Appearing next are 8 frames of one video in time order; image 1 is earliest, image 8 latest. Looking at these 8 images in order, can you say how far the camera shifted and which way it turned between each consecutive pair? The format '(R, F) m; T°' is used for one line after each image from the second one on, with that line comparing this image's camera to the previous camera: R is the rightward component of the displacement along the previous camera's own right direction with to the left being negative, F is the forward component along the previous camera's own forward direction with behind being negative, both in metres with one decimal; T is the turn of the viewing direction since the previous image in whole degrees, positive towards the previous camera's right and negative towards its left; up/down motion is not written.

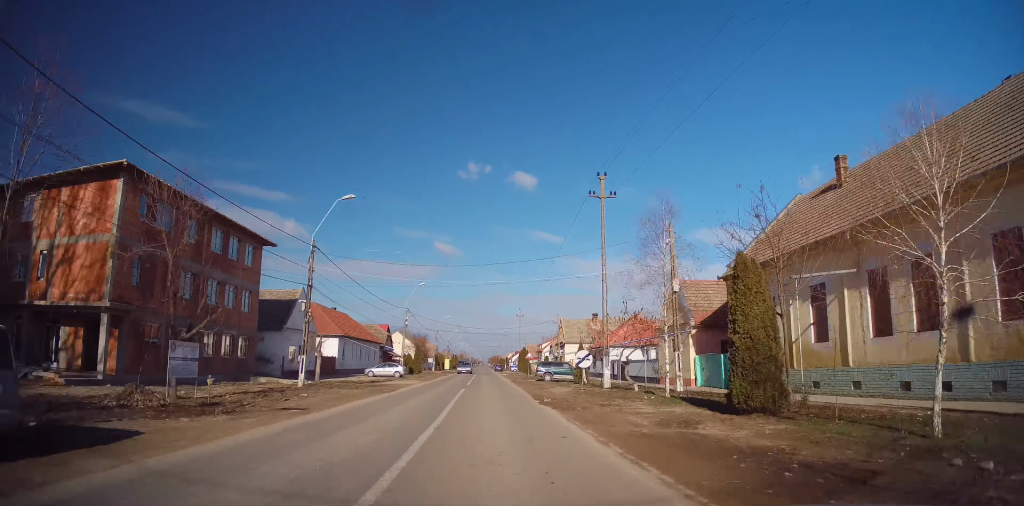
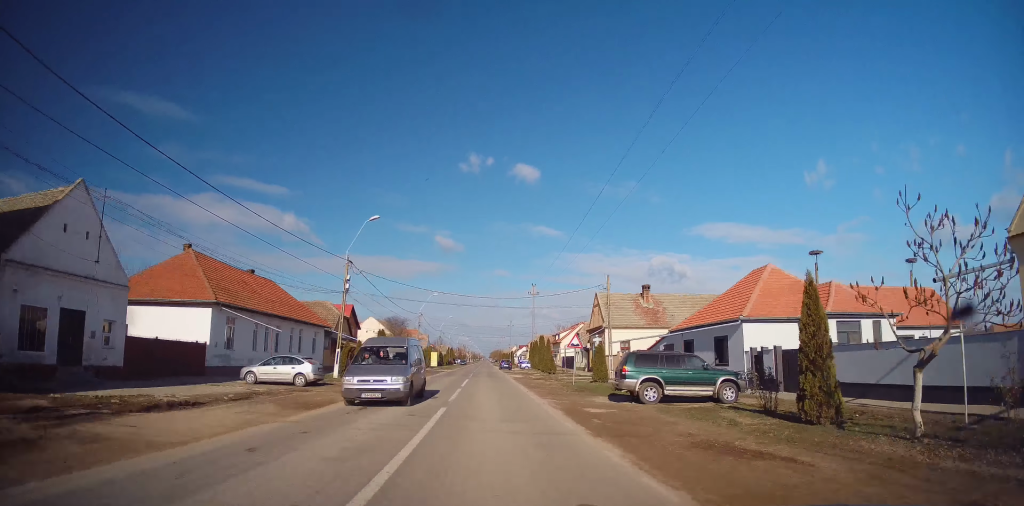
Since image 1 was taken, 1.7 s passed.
(+0.1, +28.5) m; 0°
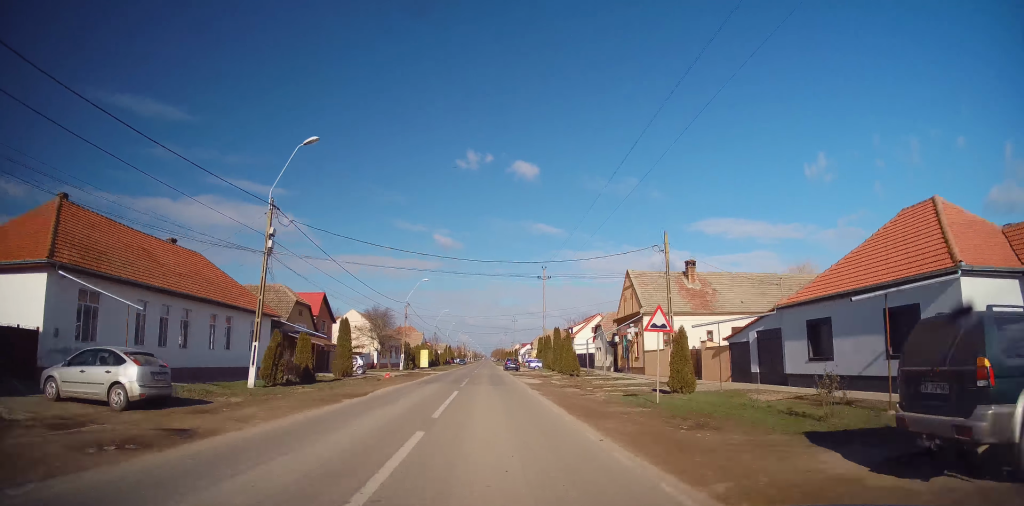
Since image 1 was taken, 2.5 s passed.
(+0.1, +14.0) m; -1°
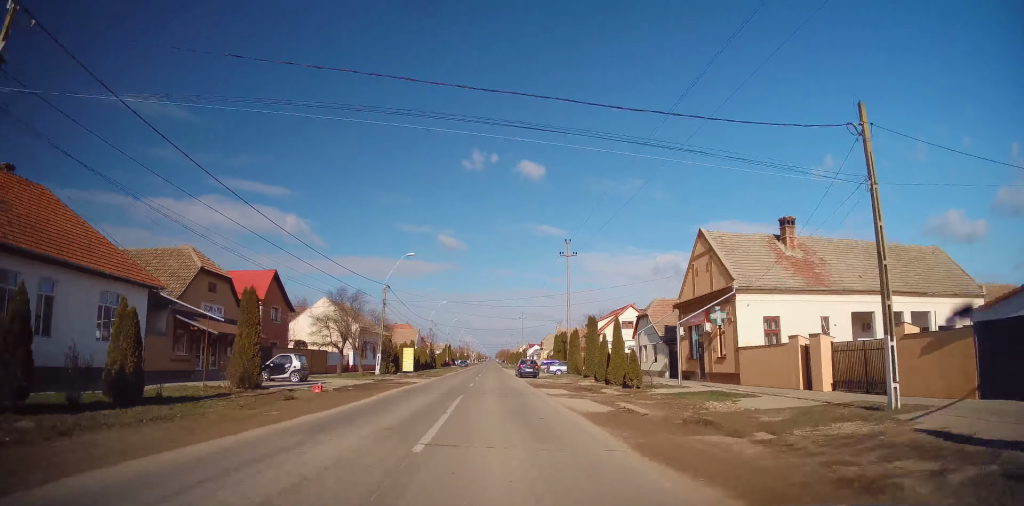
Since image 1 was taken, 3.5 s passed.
(-0.2, +16.7) m; -1°
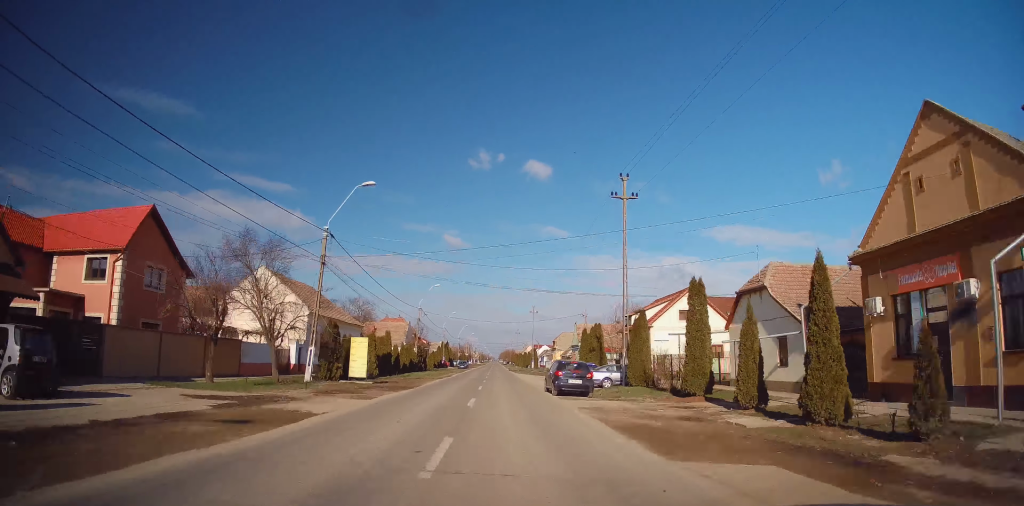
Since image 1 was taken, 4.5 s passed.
(0.0, +19.0) m; +1°
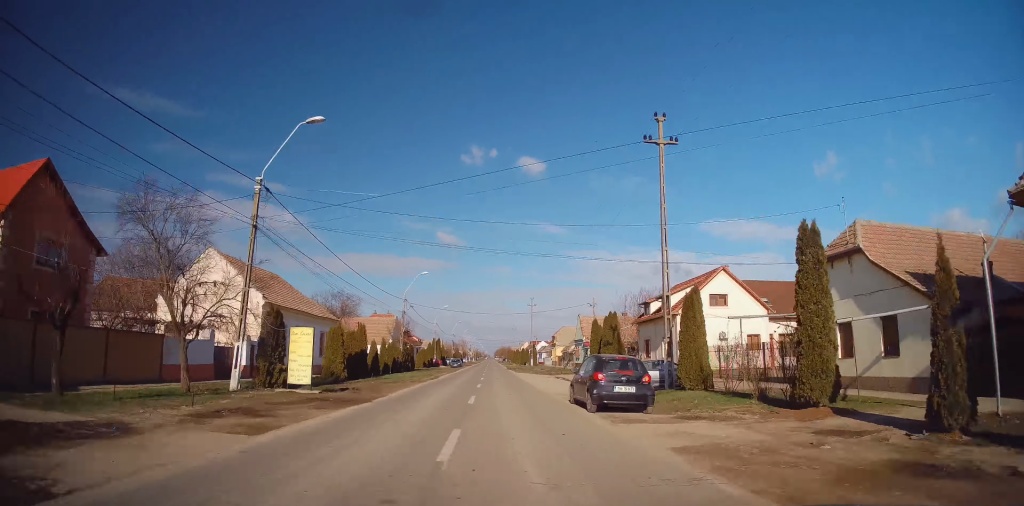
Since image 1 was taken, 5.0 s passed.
(+0.1, +8.7) m; +1°
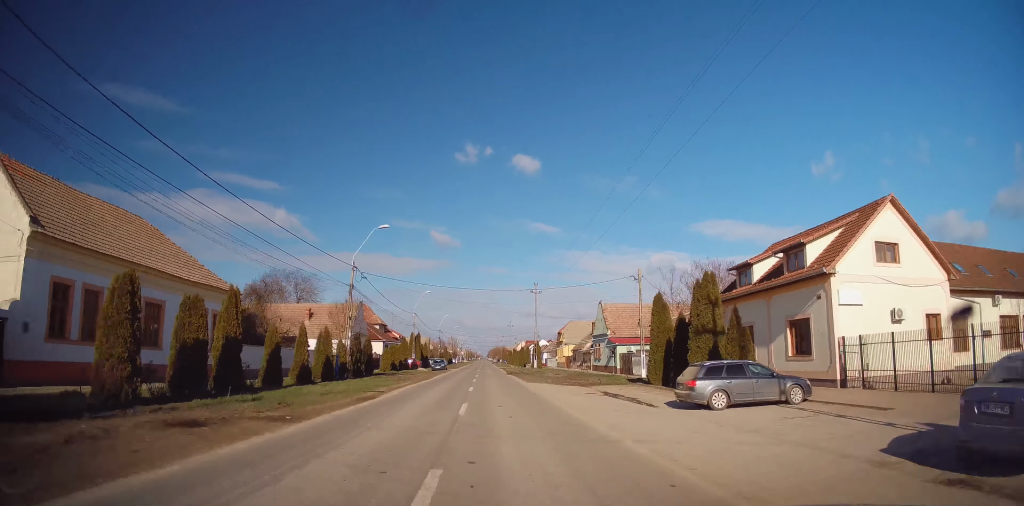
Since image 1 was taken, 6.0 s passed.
(+0.3, +20.2) m; +1°
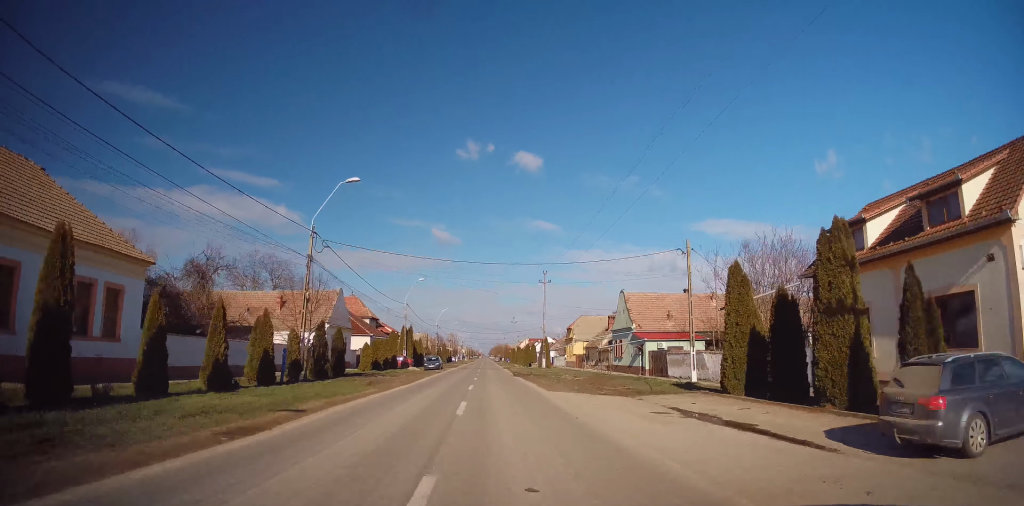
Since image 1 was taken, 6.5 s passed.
(0.0, +9.6) m; 0°
